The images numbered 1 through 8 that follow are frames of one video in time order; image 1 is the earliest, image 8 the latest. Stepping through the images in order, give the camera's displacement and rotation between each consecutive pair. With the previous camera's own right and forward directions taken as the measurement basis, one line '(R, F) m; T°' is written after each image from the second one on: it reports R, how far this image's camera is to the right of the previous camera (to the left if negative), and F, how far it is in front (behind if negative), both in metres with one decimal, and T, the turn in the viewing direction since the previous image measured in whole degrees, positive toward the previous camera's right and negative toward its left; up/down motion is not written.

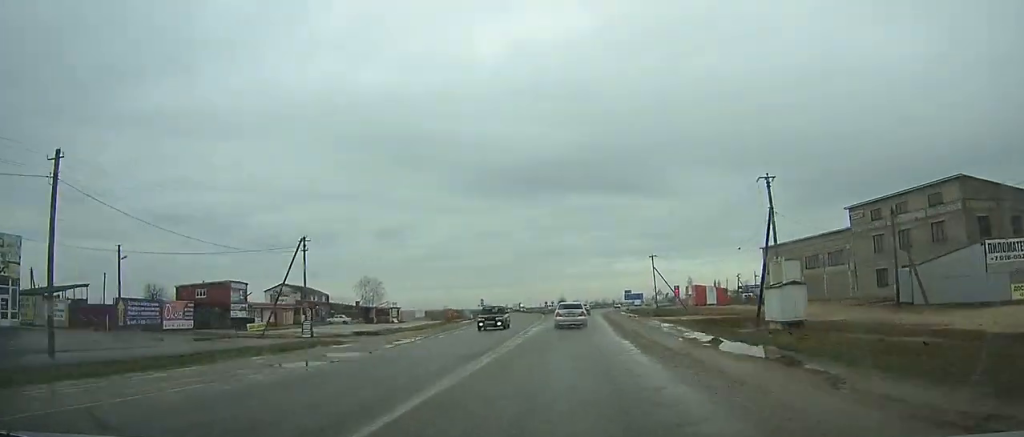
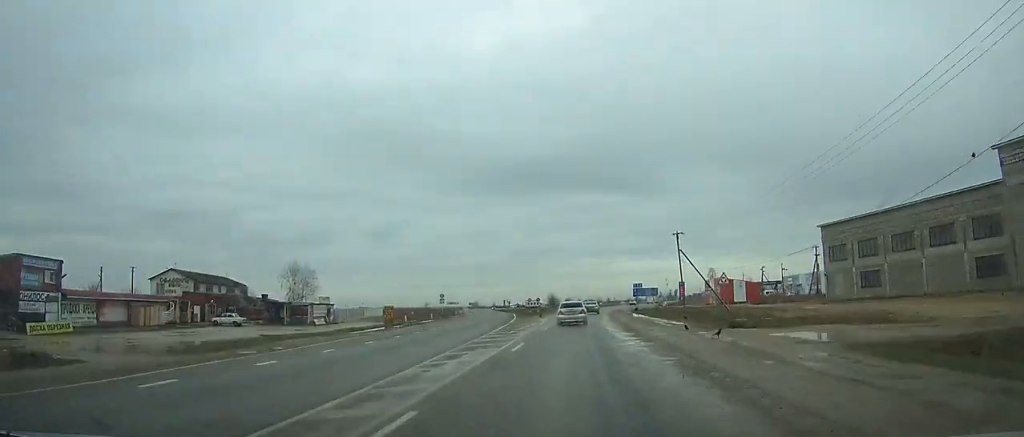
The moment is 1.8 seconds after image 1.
(+0.3, +29.6) m; +1°
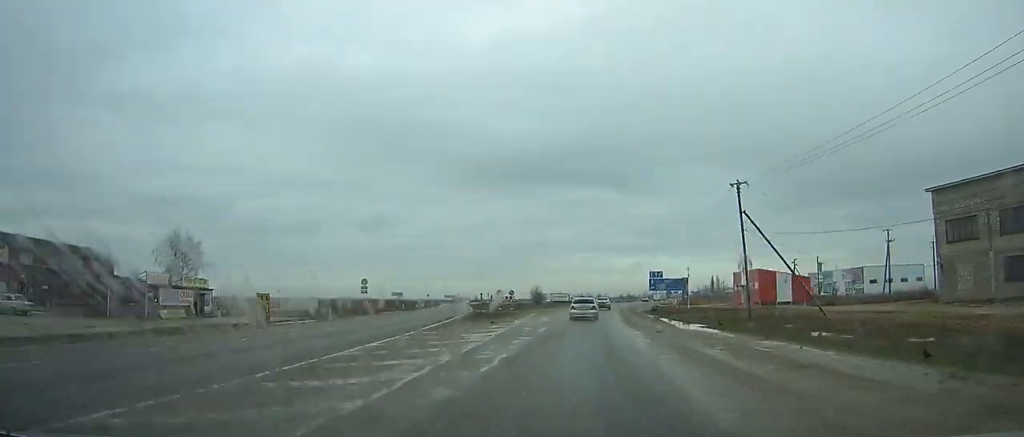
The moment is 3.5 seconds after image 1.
(-0.1, +28.5) m; +2°
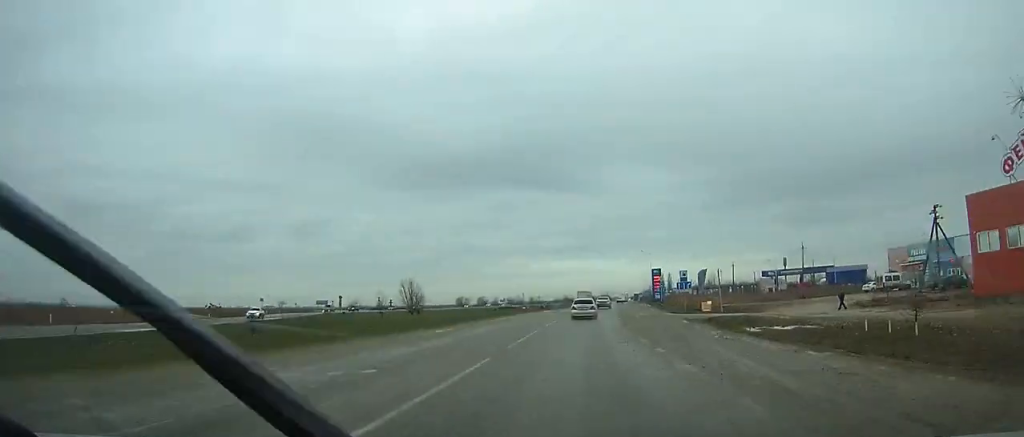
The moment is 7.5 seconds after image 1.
(+3.4, +68.6) m; +5°
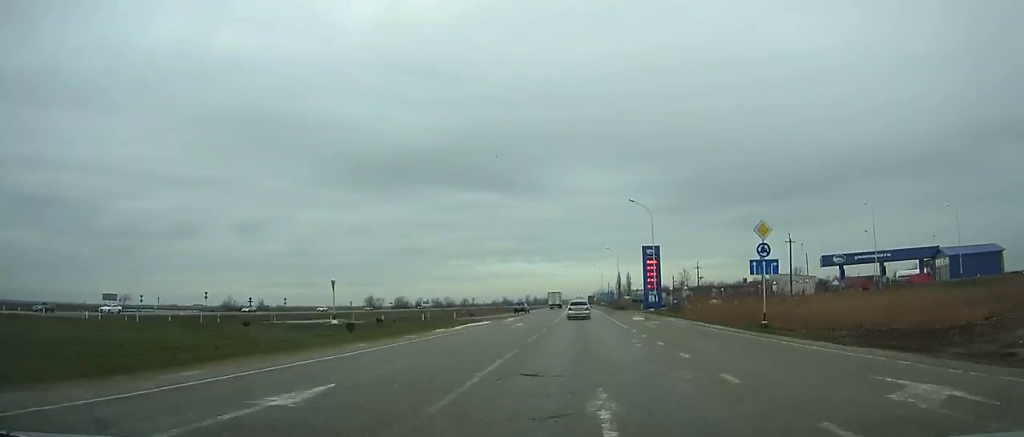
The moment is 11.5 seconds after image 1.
(+3.5, +69.6) m; +4°
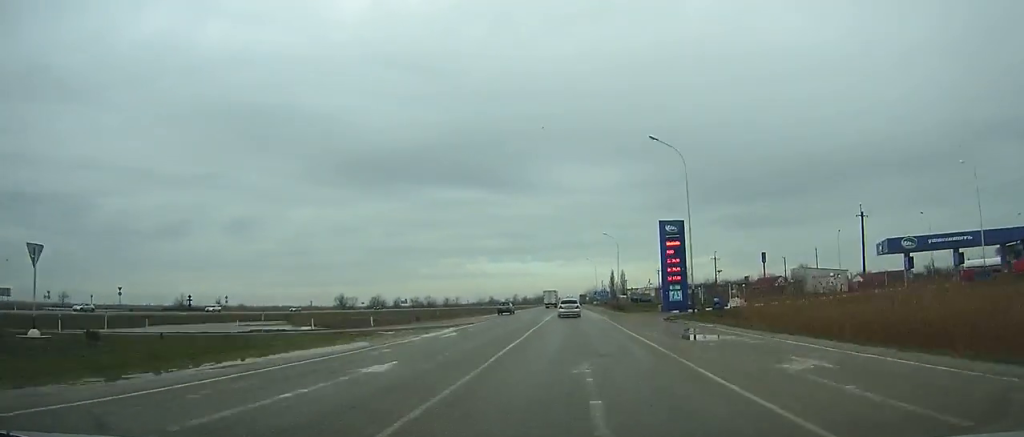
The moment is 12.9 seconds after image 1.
(+0.3, +24.6) m; +1°
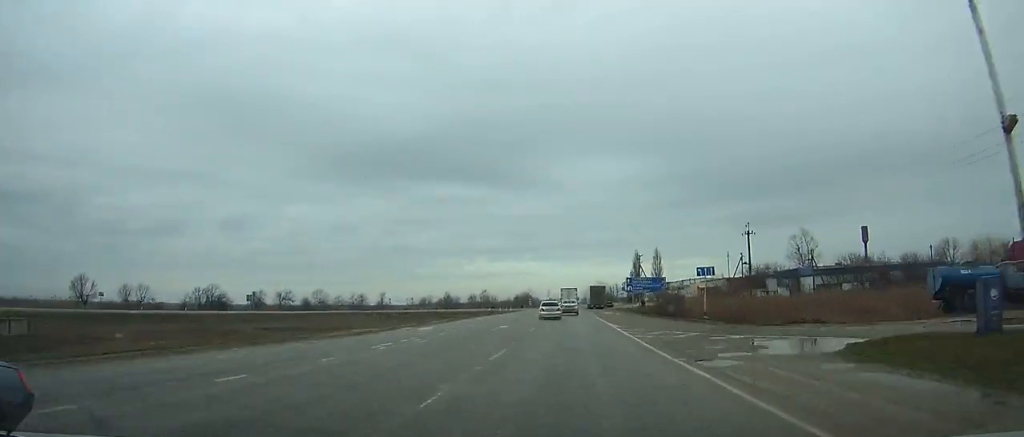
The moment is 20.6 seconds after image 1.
(+0.6, +137.5) m; +1°
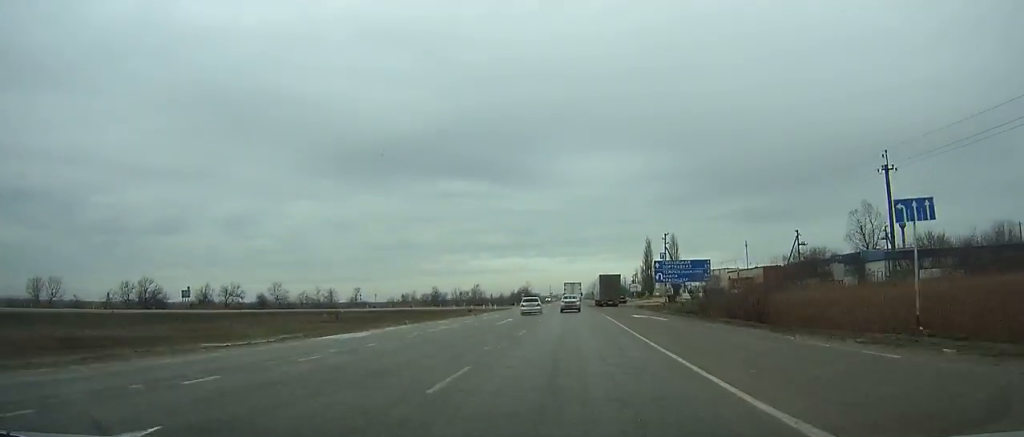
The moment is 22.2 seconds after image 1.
(+0.1, +28.7) m; 0°
